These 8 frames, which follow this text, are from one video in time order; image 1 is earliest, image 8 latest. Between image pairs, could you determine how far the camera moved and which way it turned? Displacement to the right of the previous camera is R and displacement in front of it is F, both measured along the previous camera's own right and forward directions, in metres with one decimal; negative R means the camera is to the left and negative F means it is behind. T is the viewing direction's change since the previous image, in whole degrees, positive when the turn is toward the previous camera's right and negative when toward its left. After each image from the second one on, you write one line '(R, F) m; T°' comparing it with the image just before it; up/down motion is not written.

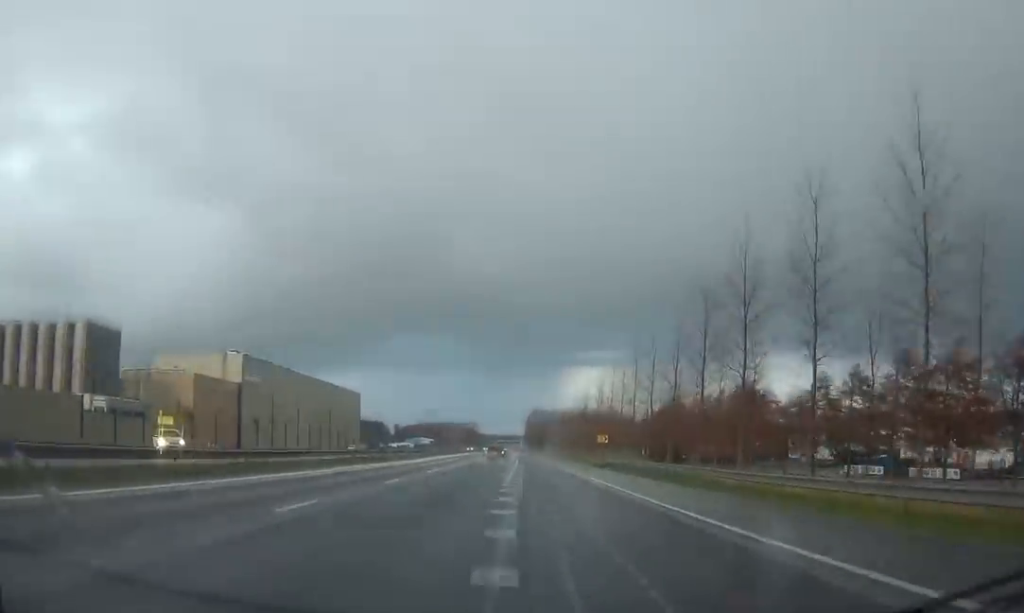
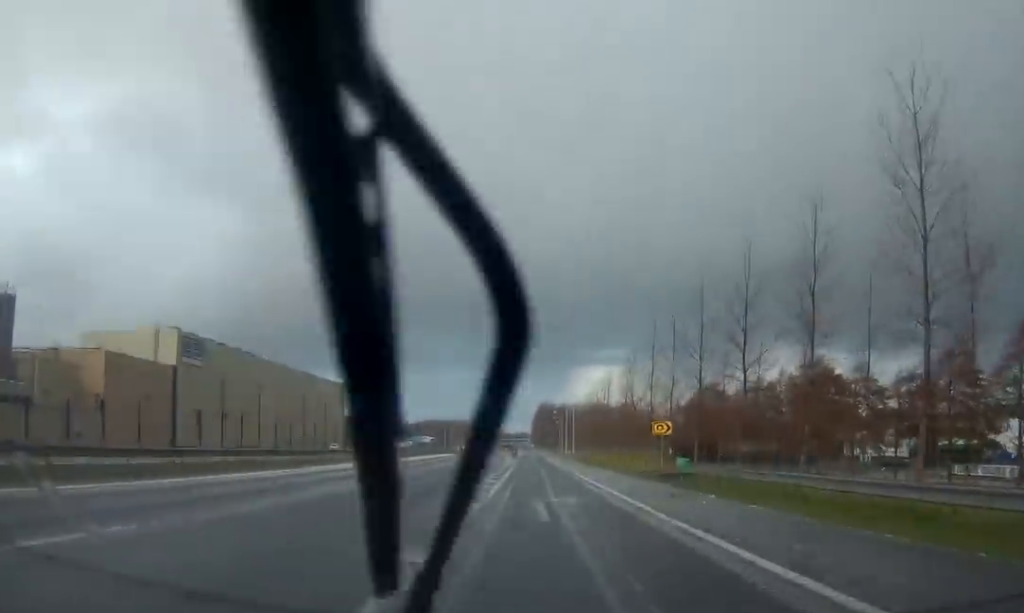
(+0.5, +31.1) m; +1°
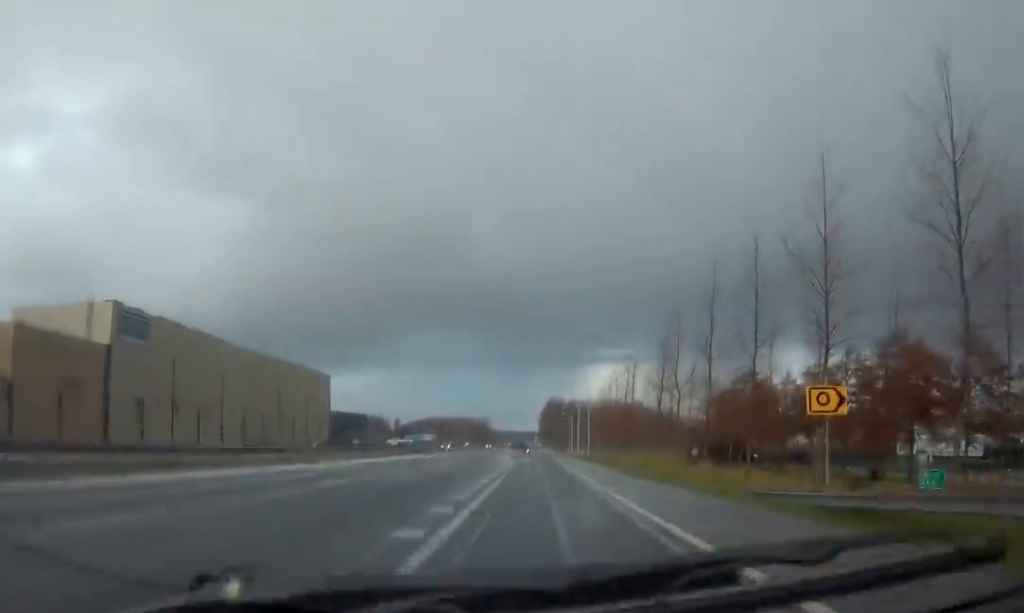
(0.0, +22.5) m; -1°
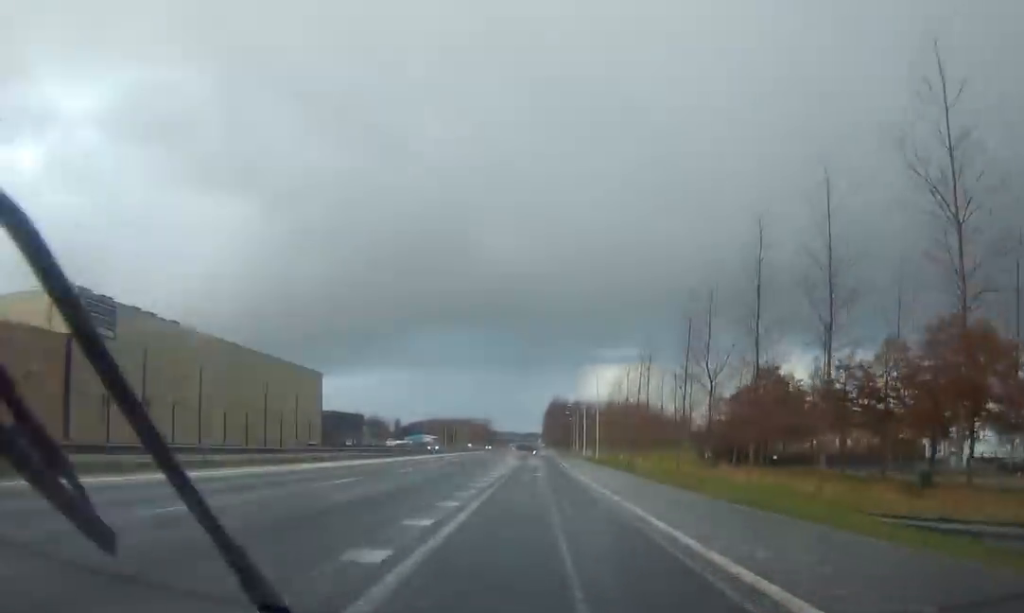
(+0.1, +10.0) m; -1°
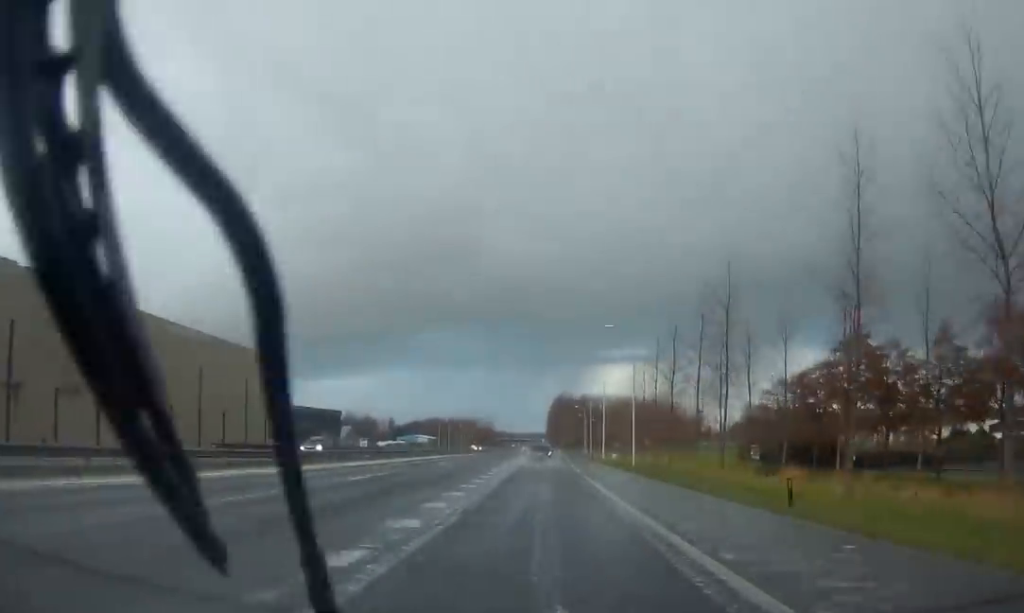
(-0.3, +33.0) m; 0°
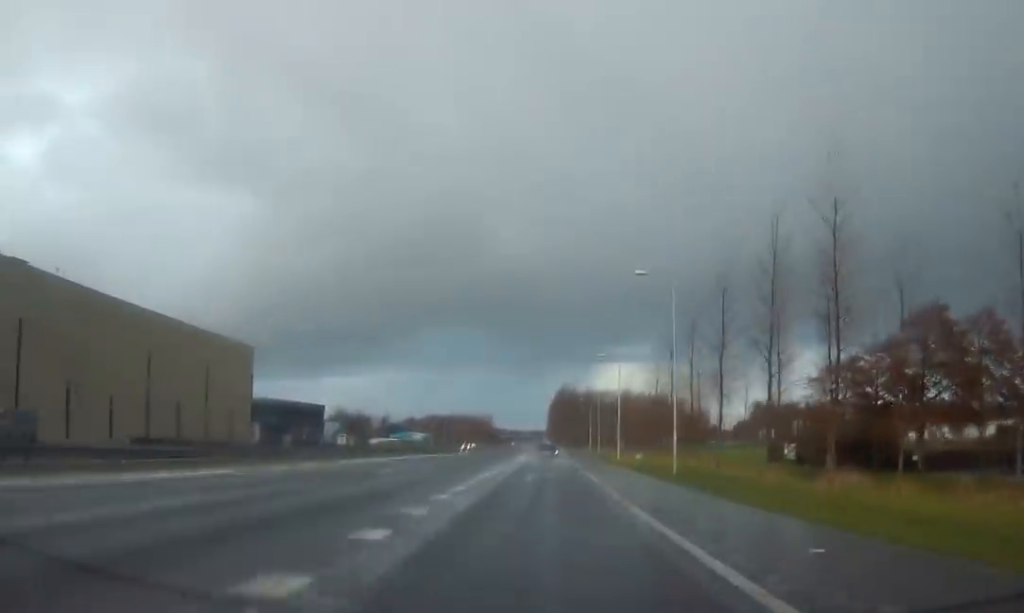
(+0.1, +18.2) m; 0°
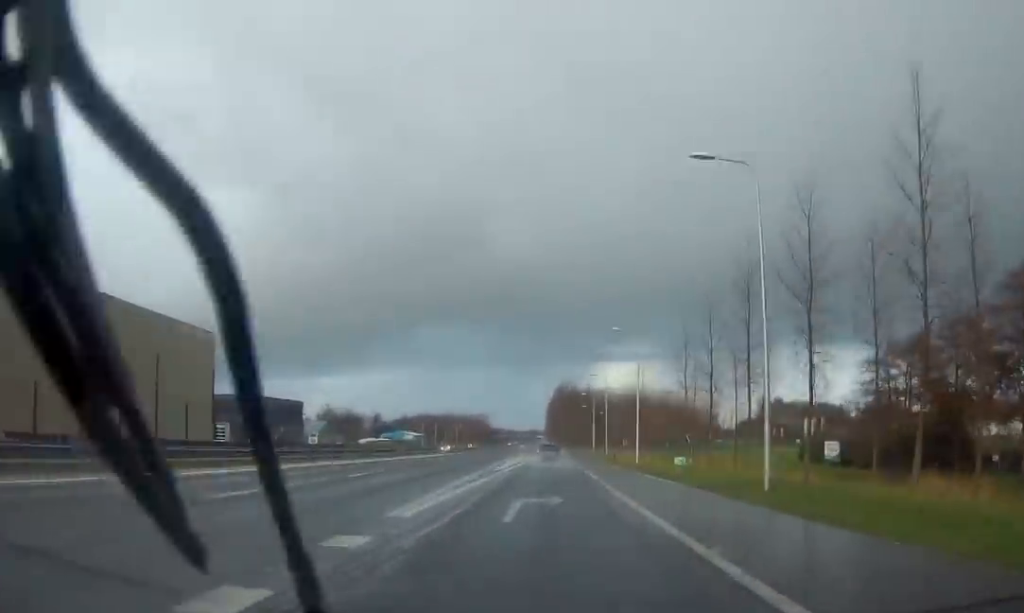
(-0.3, +17.3) m; -1°
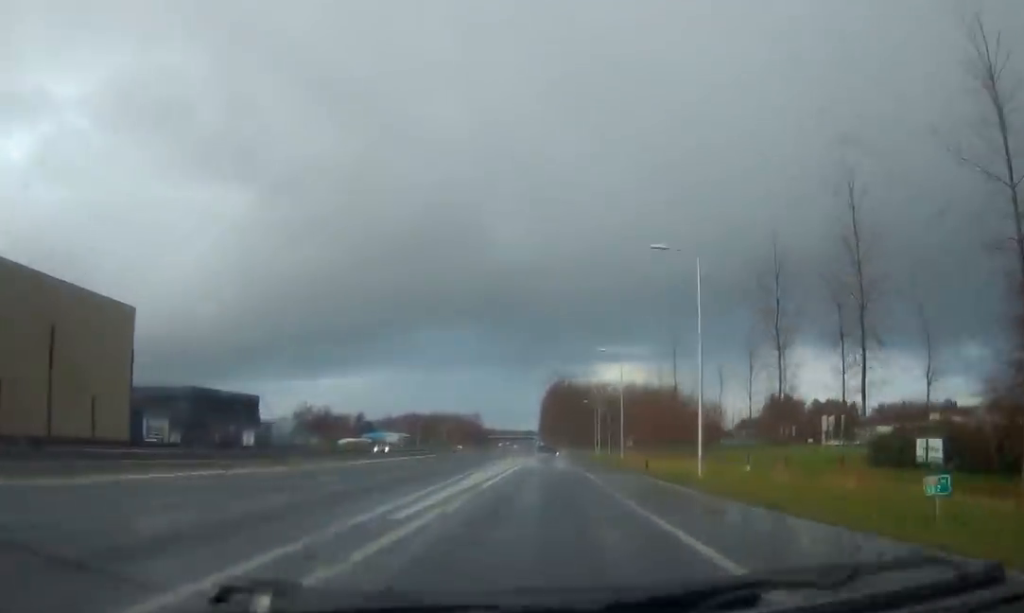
(0.0, +26.6) m; 0°
